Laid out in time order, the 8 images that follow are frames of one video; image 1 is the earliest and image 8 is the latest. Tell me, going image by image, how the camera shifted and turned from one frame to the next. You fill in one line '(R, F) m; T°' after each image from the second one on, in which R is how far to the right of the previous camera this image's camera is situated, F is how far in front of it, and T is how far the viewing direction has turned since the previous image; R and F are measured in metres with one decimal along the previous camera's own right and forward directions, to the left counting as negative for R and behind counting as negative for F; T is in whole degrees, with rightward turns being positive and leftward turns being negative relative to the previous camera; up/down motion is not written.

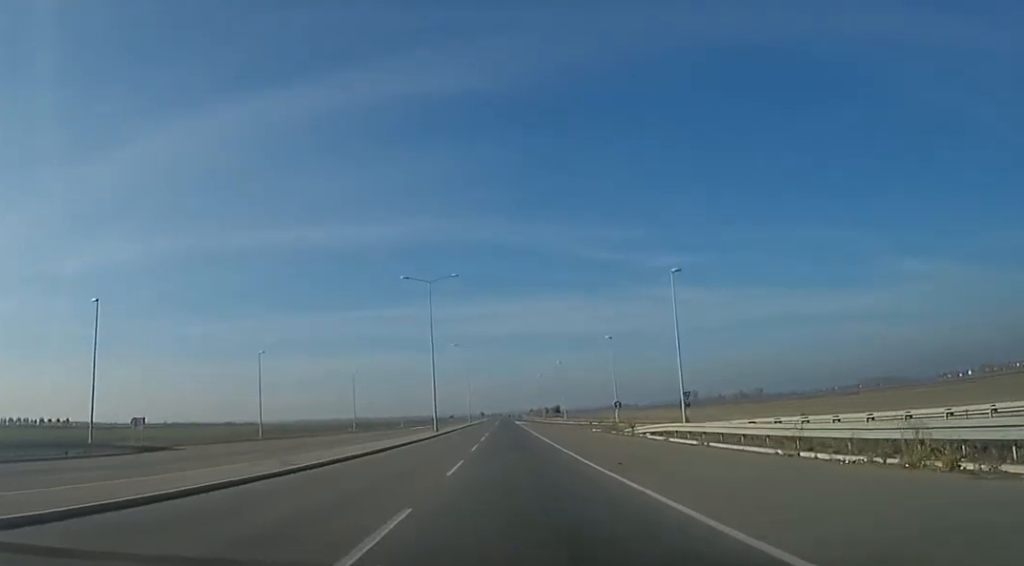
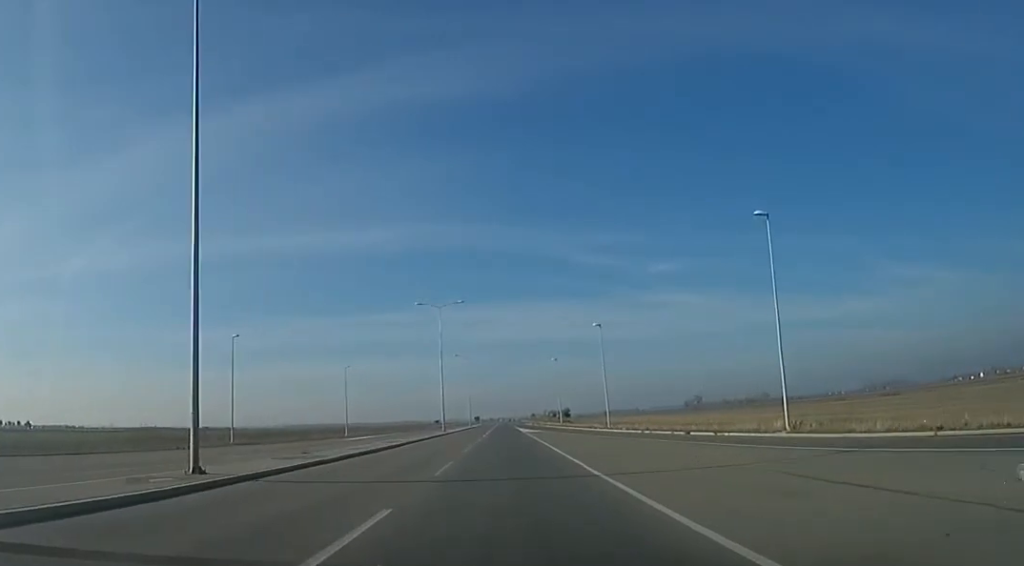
(+1.2, +41.9) m; +2°
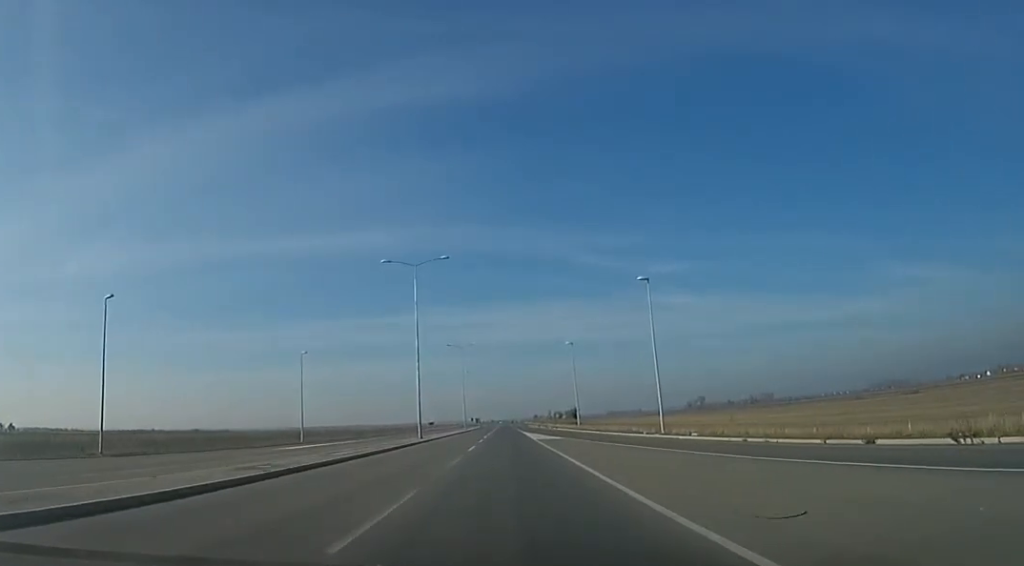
(0.0, +18.6) m; 0°
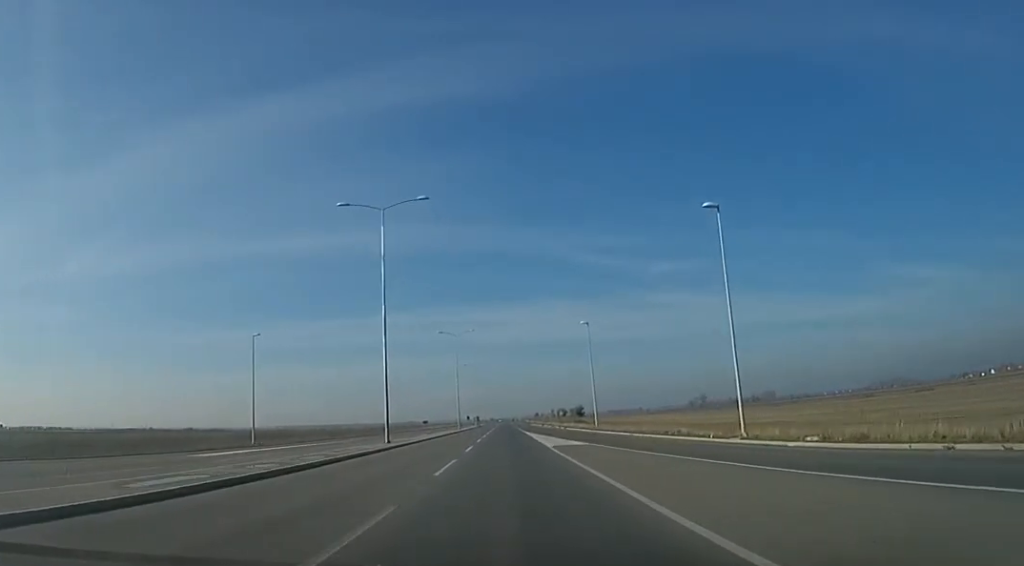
(0.0, +12.8) m; 0°
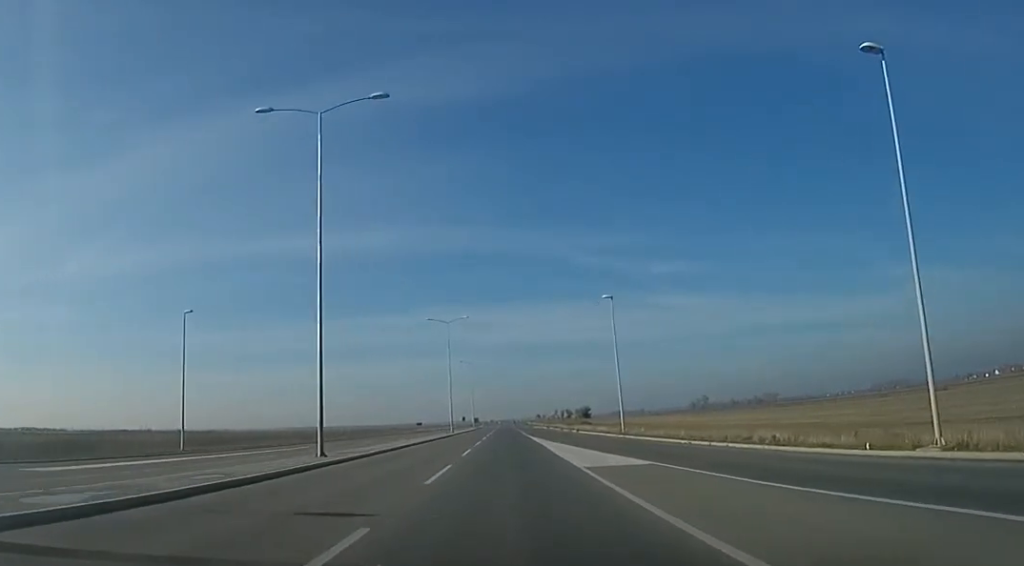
(0.0, +12.0) m; -1°
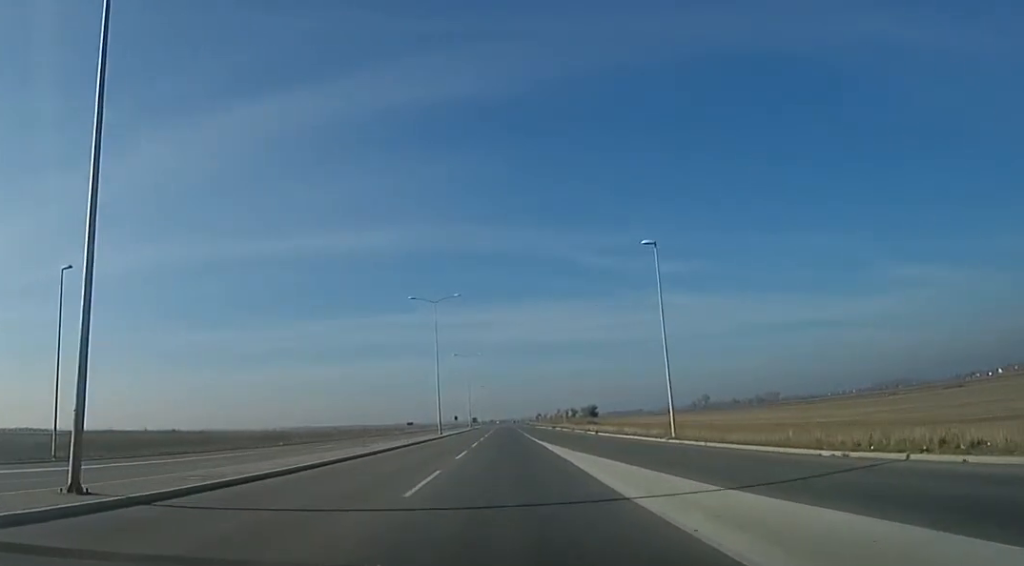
(0.0, +12.8) m; 0°
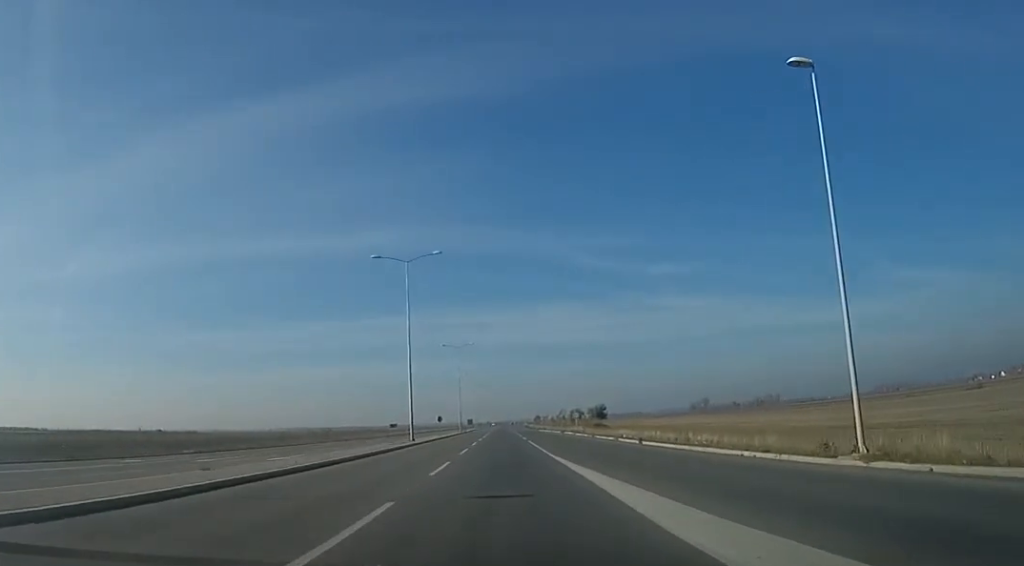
(-0.6, +16.3) m; +1°
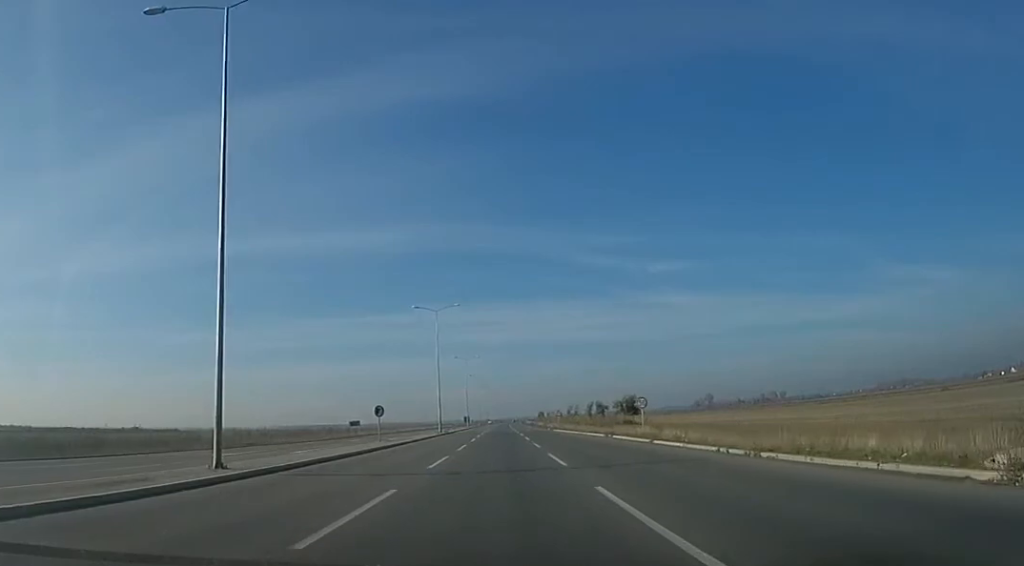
(+1.1, +30.2) m; 0°
